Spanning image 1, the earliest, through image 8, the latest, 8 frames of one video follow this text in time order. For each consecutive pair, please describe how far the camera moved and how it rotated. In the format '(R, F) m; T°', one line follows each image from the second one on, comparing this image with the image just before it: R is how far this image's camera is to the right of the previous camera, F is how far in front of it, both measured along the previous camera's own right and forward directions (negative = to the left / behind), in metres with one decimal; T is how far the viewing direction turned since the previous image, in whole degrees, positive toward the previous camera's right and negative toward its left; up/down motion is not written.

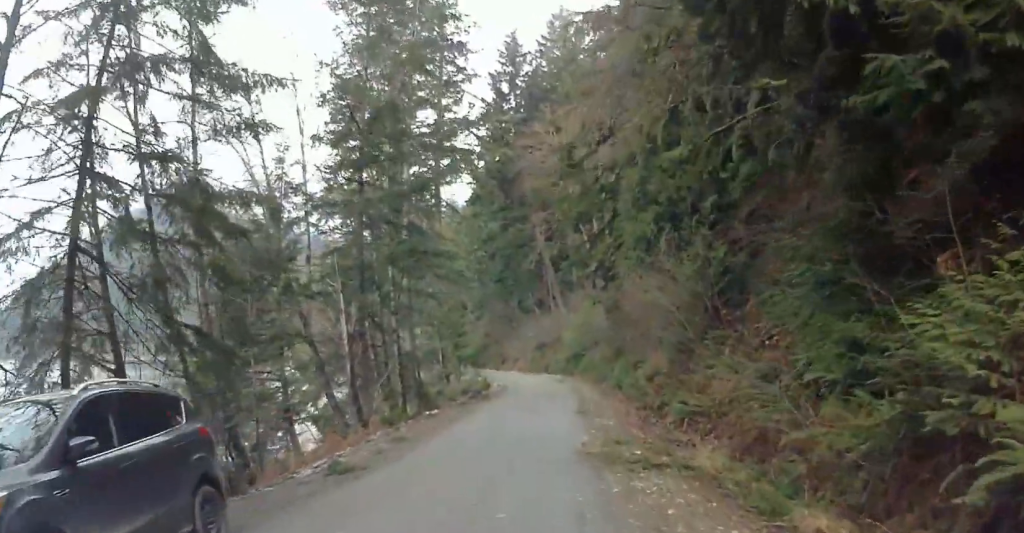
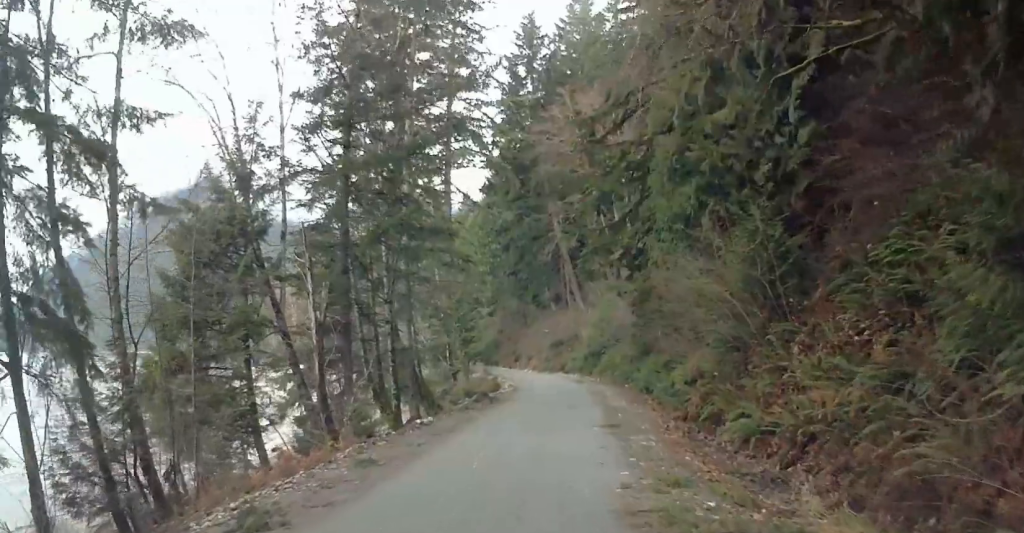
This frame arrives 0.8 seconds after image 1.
(0.0, +4.9) m; -2°
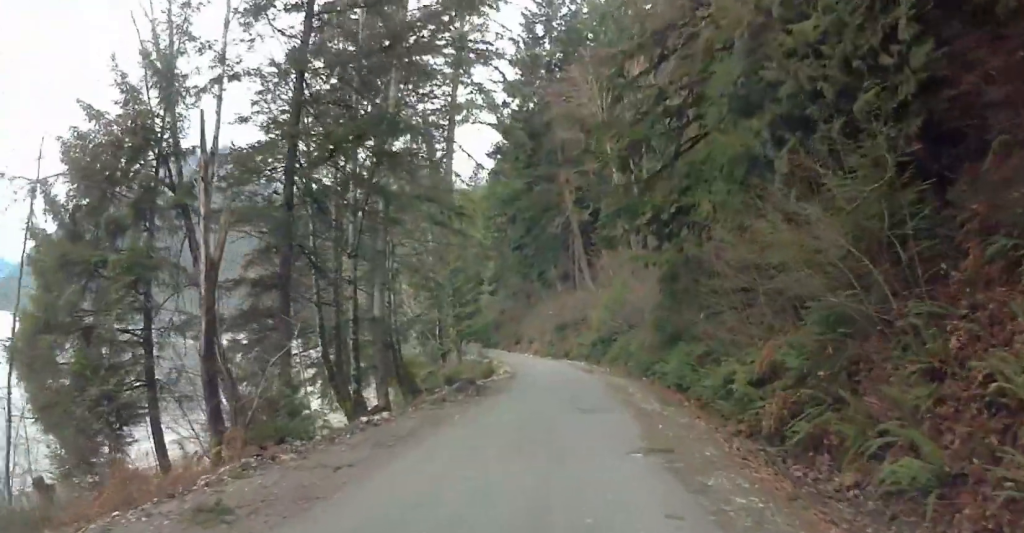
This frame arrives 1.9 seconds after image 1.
(-0.3, +6.7) m; -3°
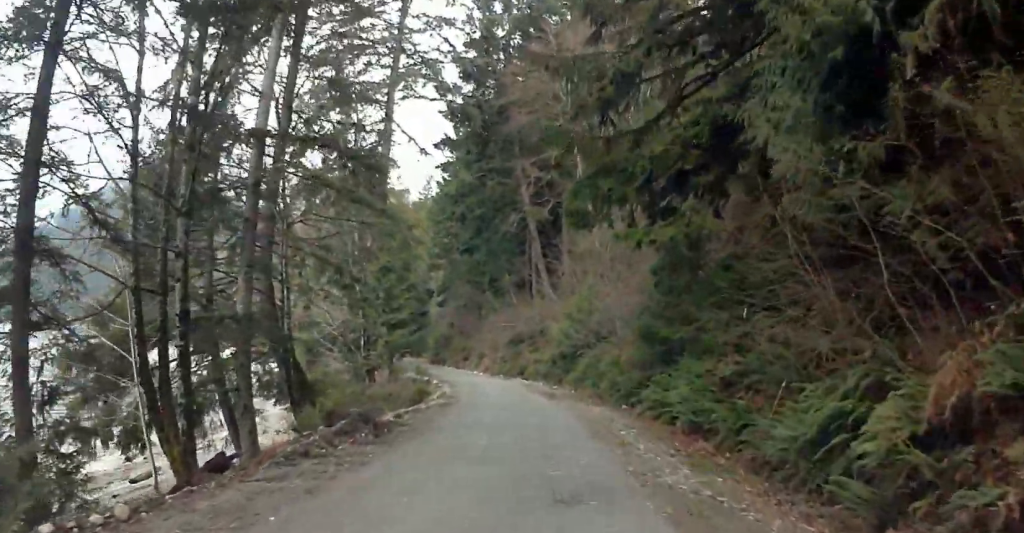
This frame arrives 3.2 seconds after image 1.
(-0.1, +9.9) m; -1°
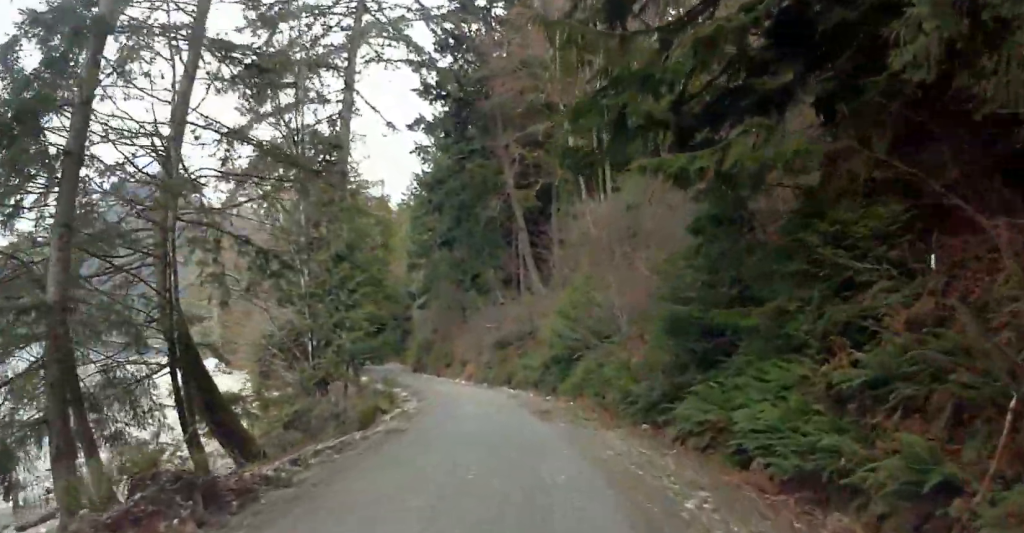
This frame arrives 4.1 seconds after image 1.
(0.0, +8.2) m; +1°
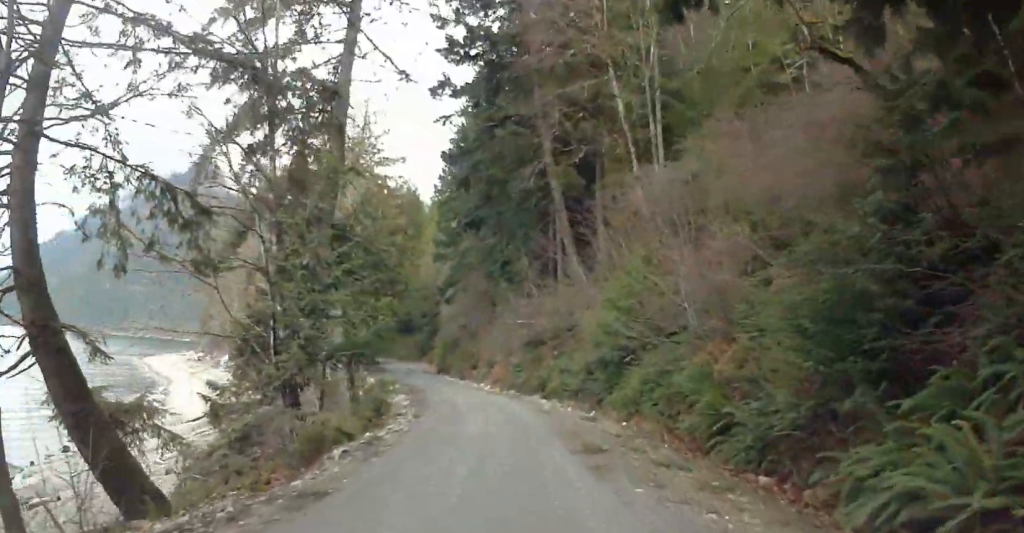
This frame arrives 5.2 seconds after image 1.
(+0.1, +9.4) m; -1°
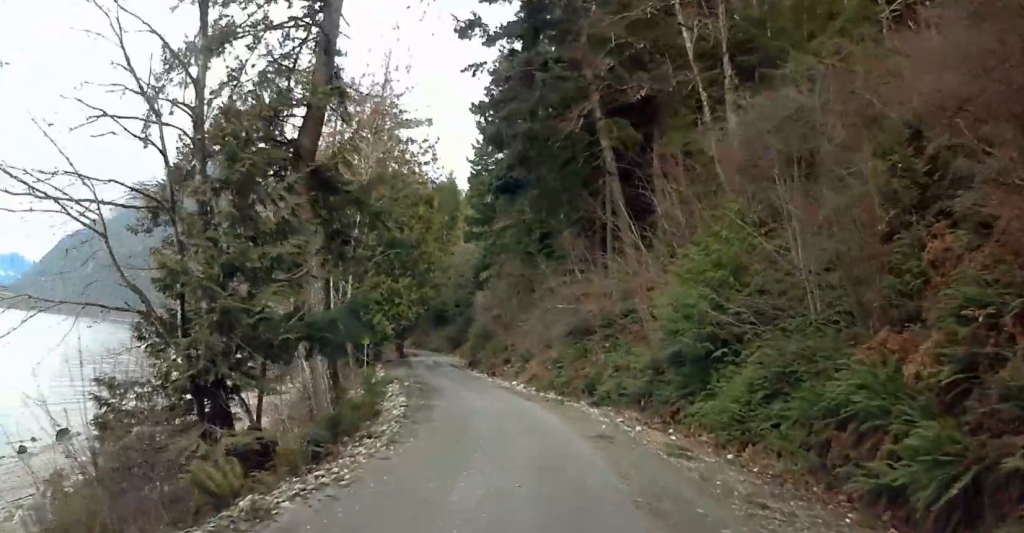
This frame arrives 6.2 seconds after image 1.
(-0.2, +9.9) m; -1°
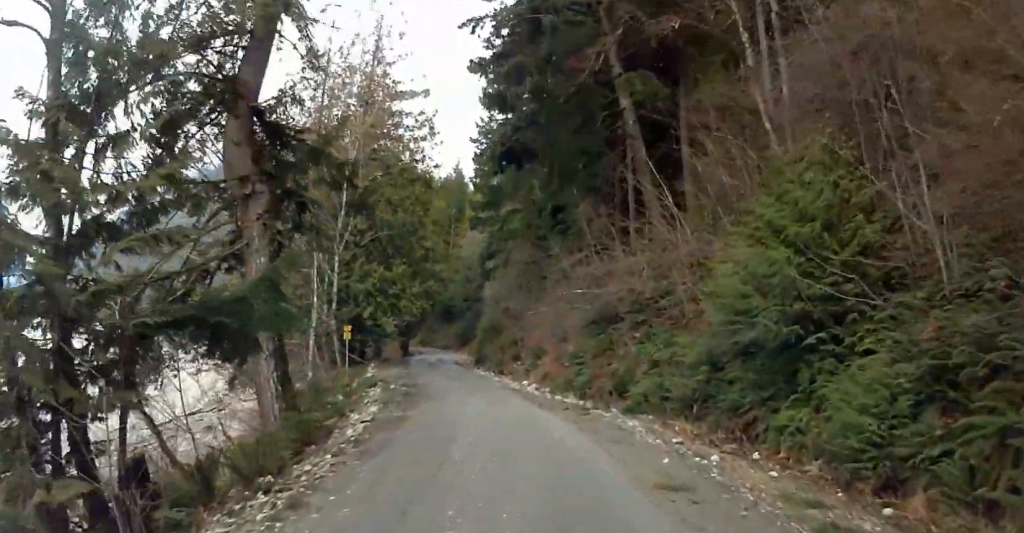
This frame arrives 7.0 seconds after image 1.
(+0.1, +7.1) m; 0°
